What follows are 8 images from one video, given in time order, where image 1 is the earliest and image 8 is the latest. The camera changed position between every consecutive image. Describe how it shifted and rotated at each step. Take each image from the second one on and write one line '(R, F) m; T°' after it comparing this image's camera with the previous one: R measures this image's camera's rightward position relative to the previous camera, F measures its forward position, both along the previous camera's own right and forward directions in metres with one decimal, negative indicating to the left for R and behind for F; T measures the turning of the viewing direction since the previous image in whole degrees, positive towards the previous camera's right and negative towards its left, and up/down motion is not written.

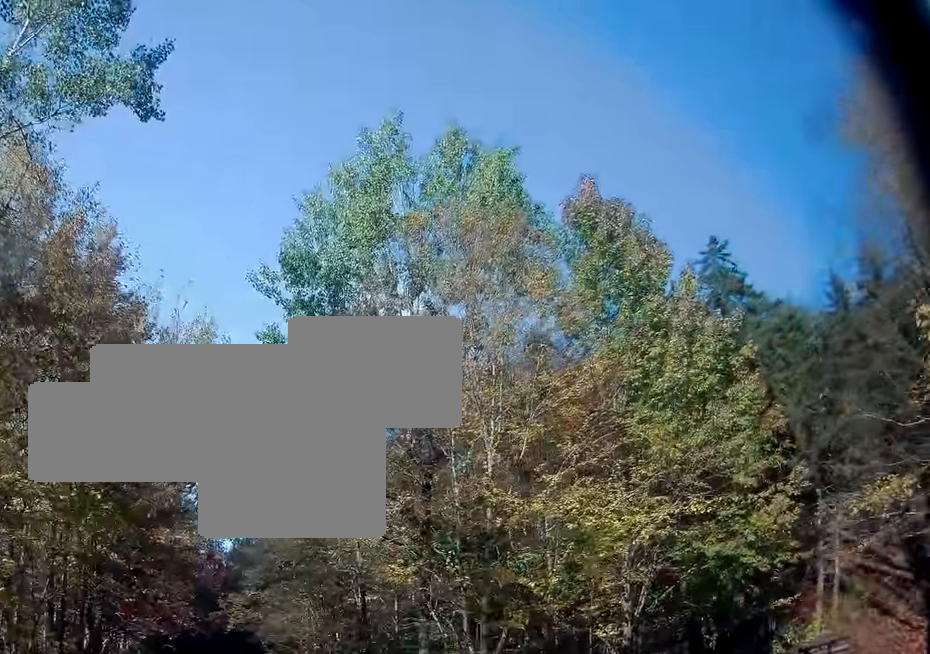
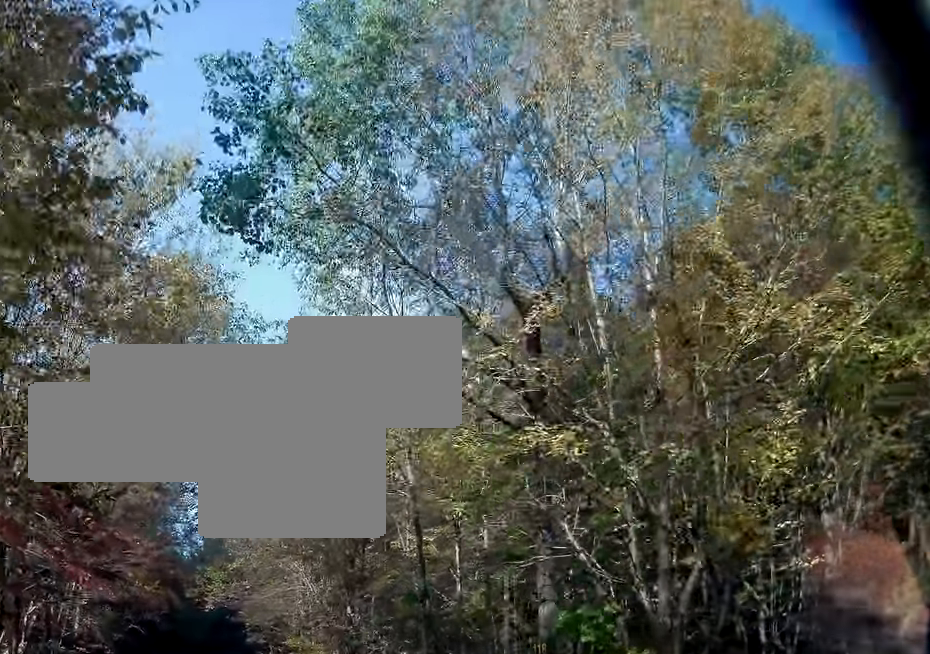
(0.0, +5.7) m; +1°
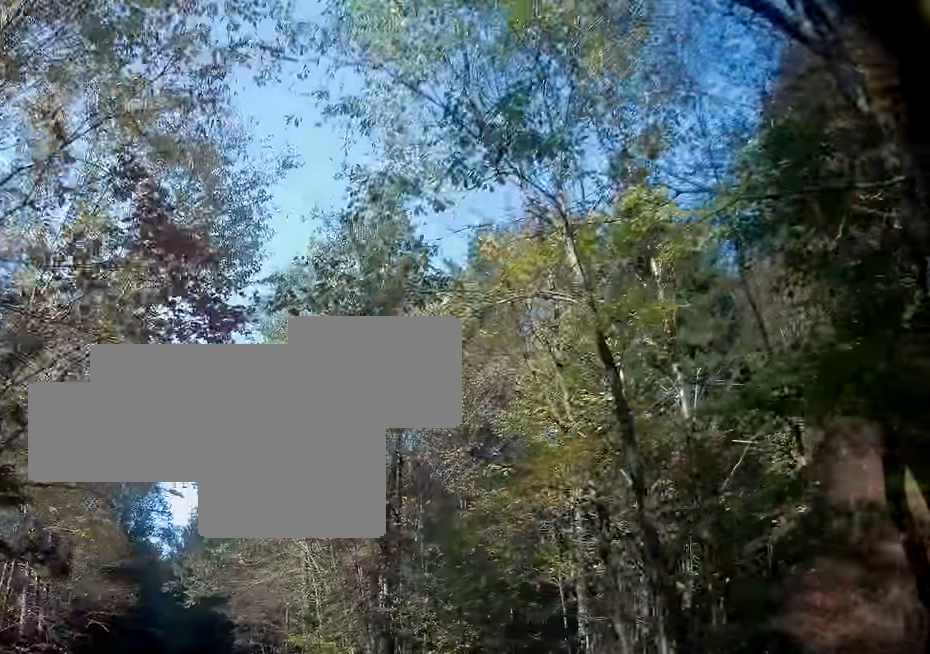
(+0.1, +6.3) m; +2°
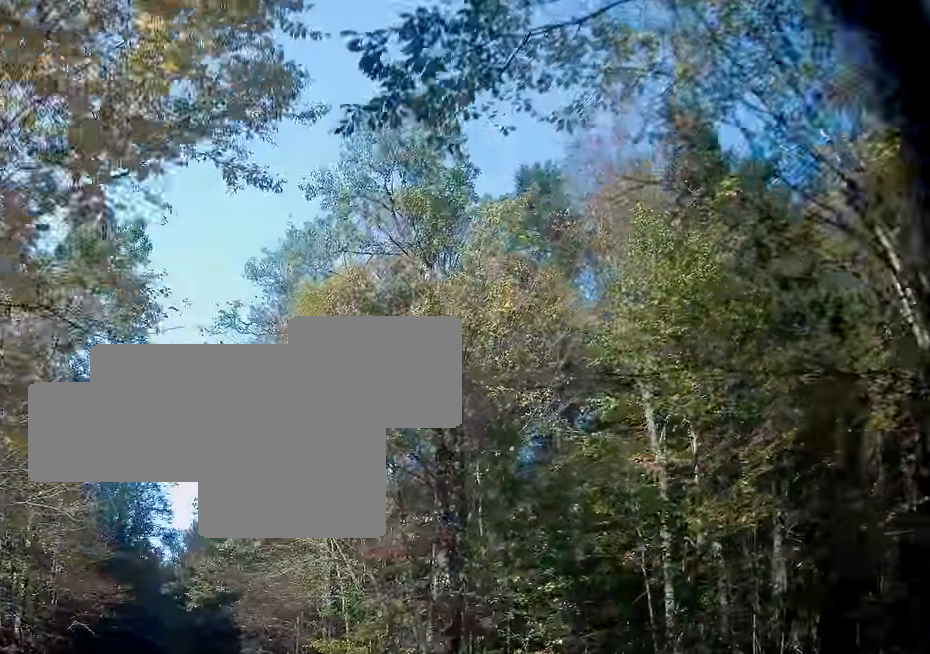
(+0.1, +3.9) m; 0°
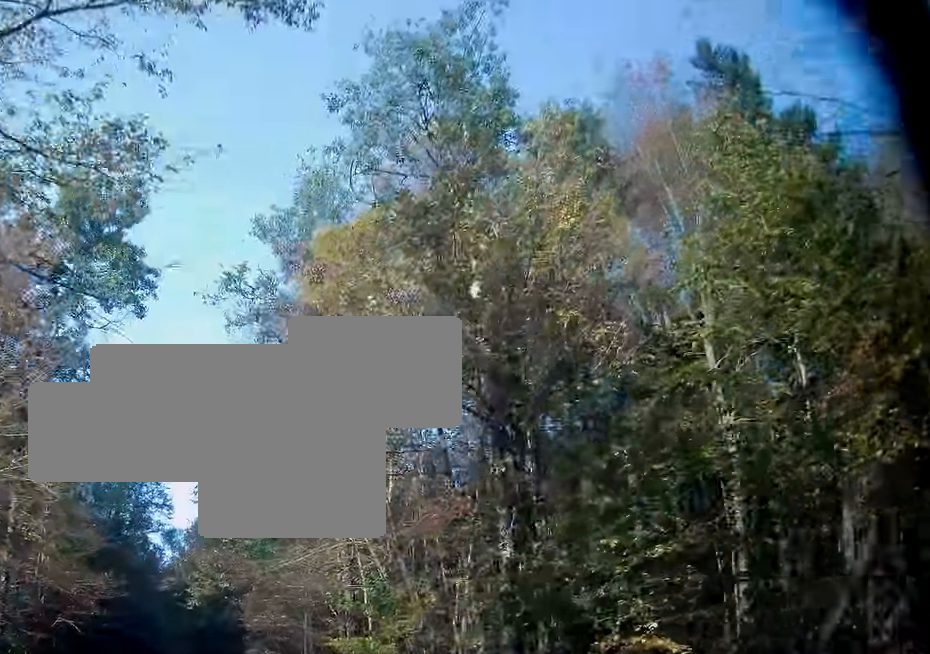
(-0.1, +2.7) m; 0°
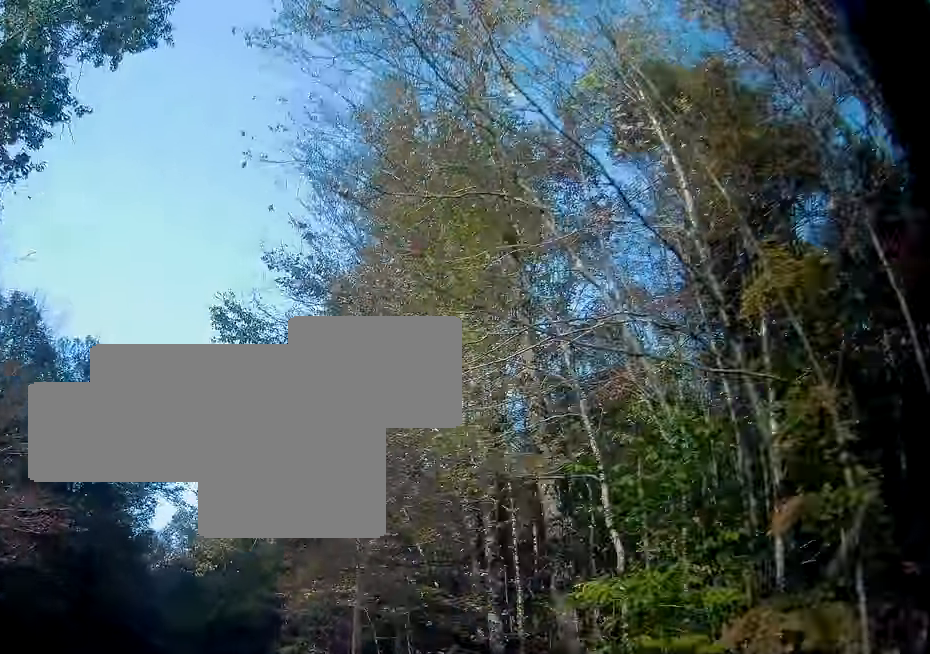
(-0.1, +11.6) m; -3°
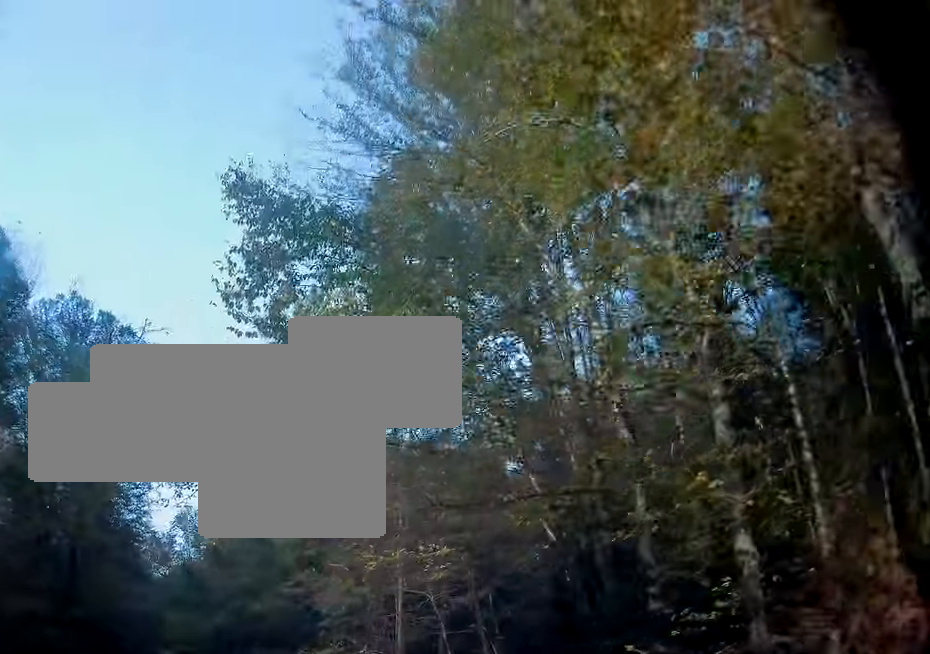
(-0.4, +6.1) m; -1°
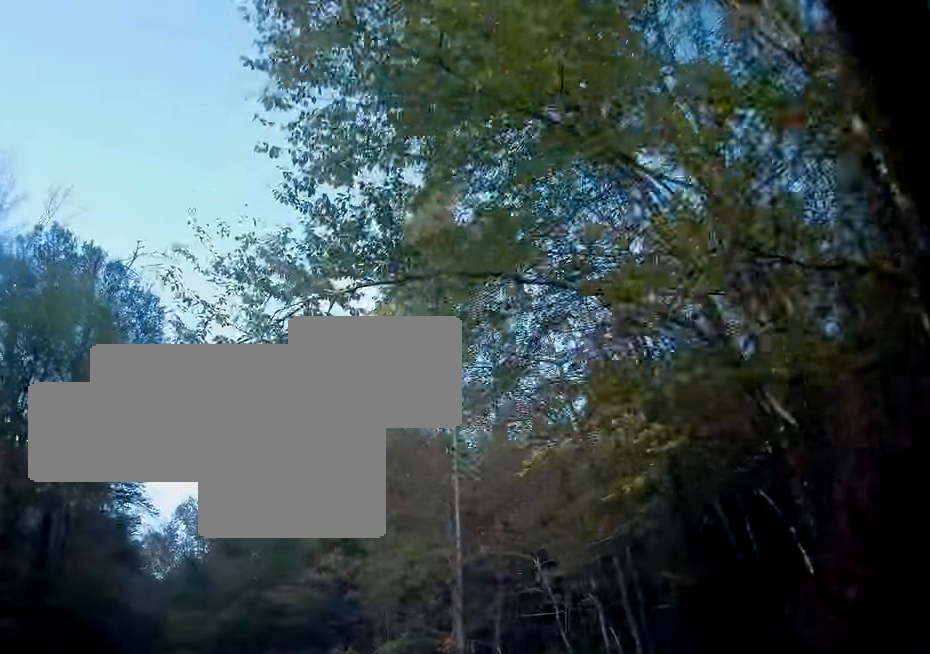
(+0.2, +6.0) m; +2°
